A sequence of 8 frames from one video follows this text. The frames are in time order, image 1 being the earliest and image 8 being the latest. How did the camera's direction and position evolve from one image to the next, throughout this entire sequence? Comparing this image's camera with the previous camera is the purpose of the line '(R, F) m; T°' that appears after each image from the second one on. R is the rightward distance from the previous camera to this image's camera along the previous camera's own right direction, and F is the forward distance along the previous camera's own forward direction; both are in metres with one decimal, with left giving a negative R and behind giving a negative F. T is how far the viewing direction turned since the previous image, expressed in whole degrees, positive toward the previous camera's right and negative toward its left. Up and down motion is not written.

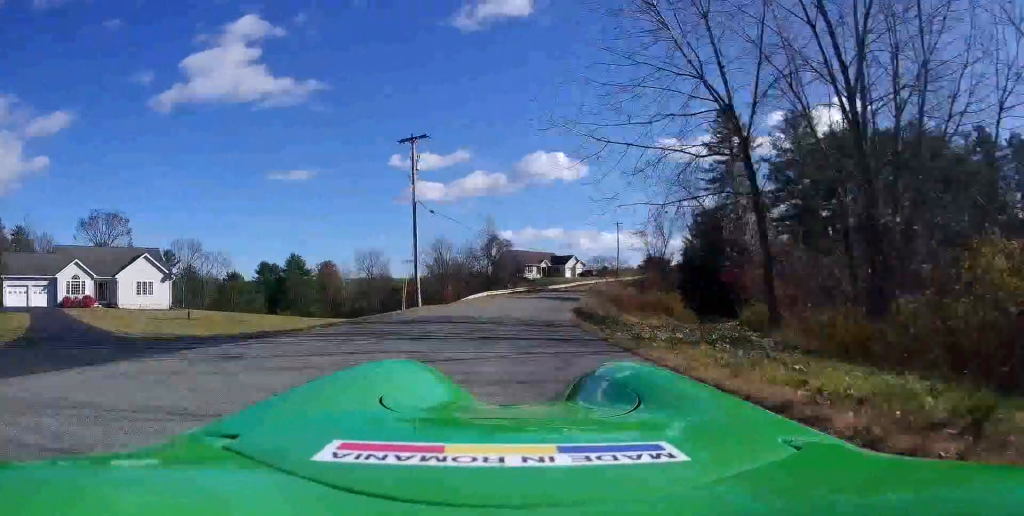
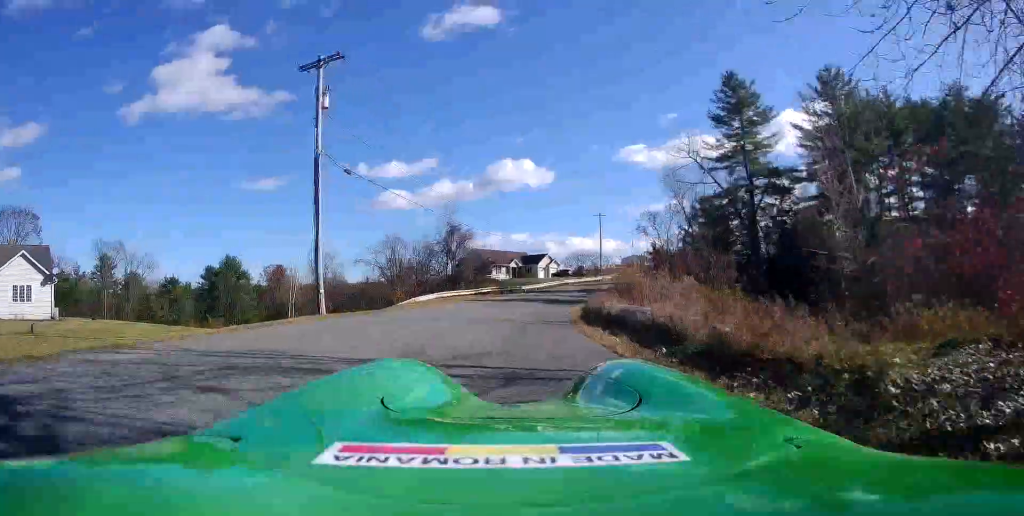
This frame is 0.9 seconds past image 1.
(0.0, +15.1) m; 0°
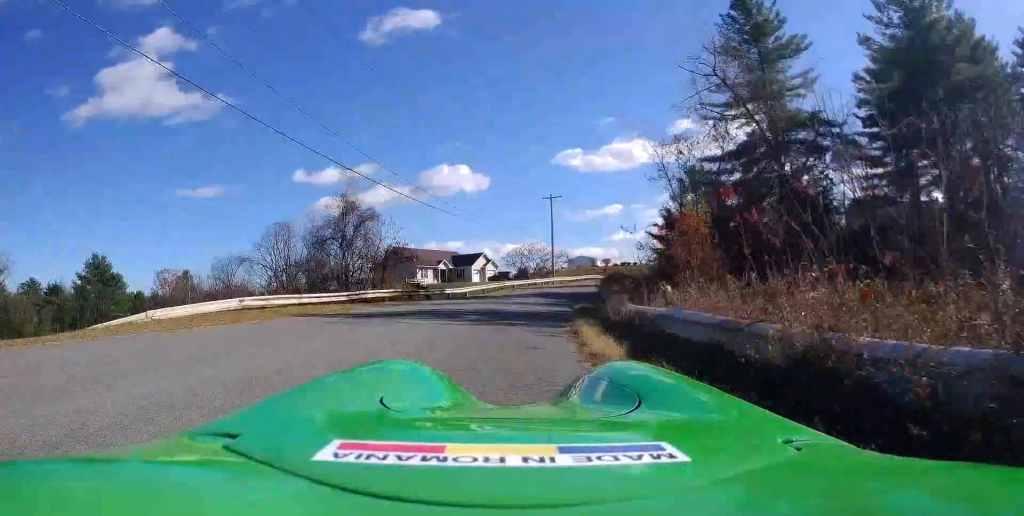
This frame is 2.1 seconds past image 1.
(+0.2, +21.2) m; +4°
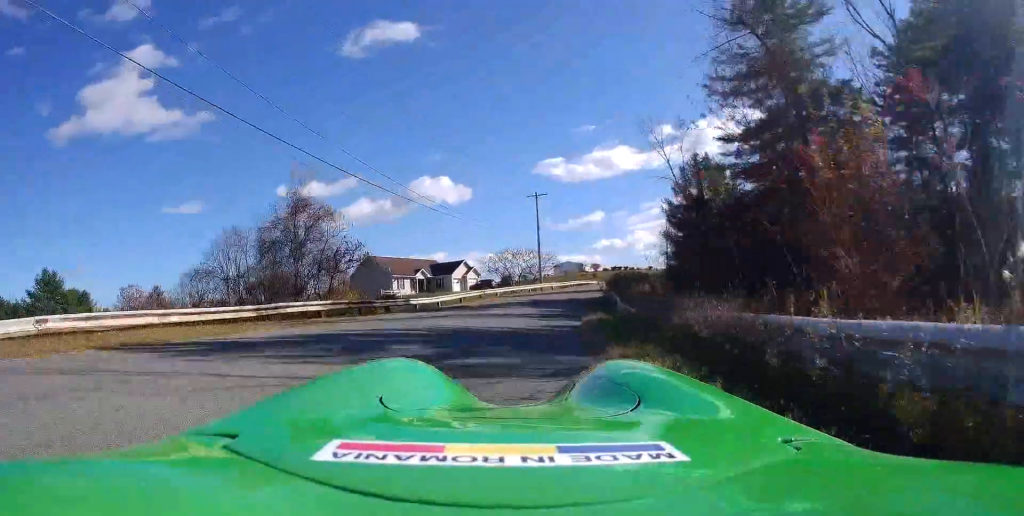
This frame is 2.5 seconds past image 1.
(-0.3, +7.3) m; +3°
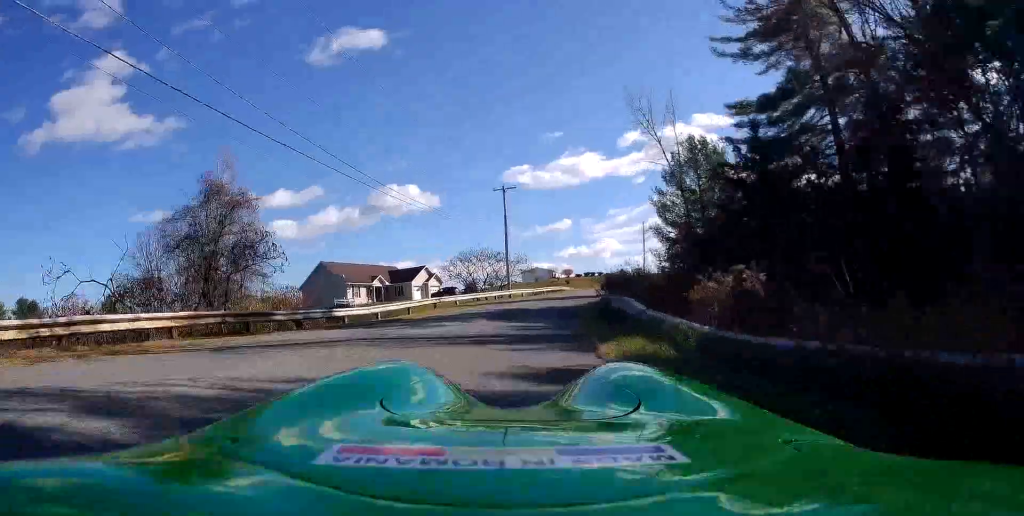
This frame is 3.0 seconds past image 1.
(+0.5, +8.0) m; +3°
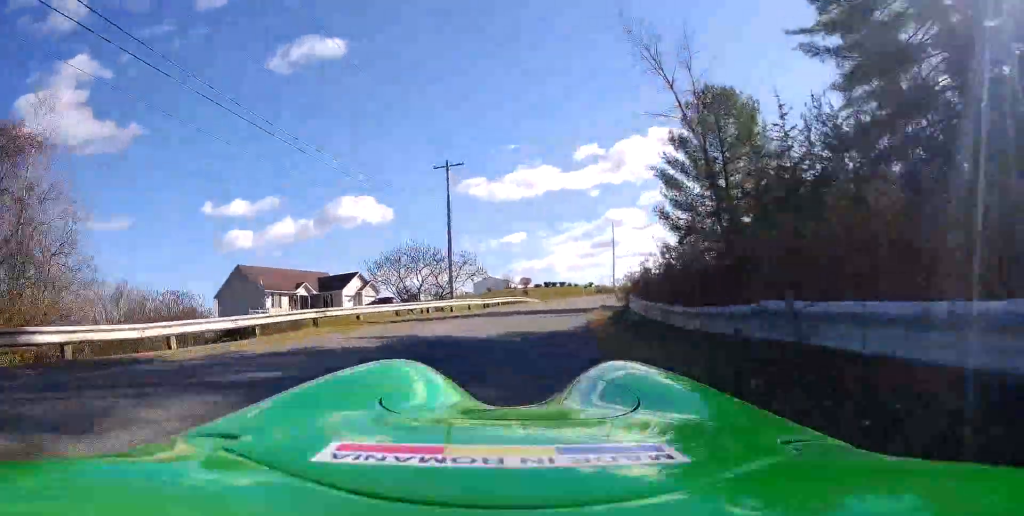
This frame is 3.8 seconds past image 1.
(+0.9, +14.4) m; +5°
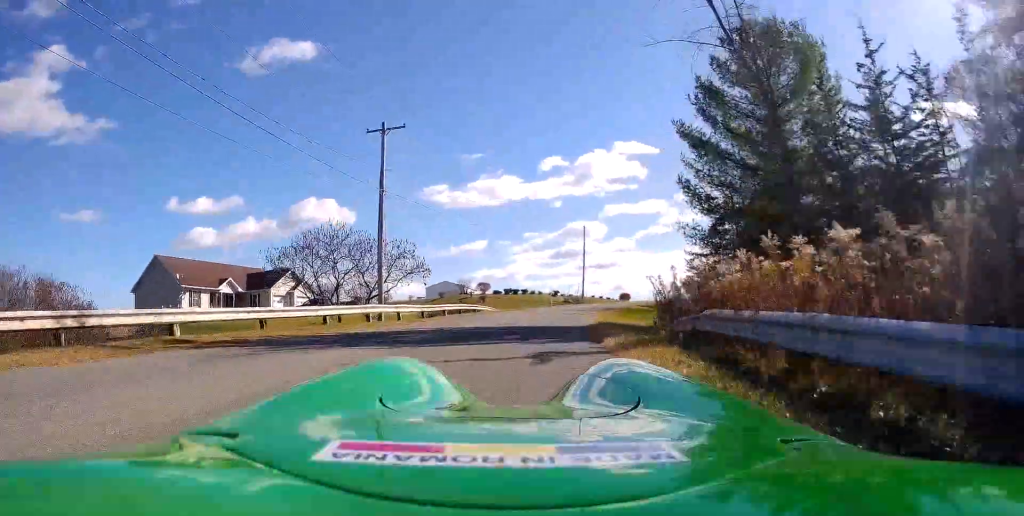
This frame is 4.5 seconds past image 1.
(0.0, +11.4) m; +4°
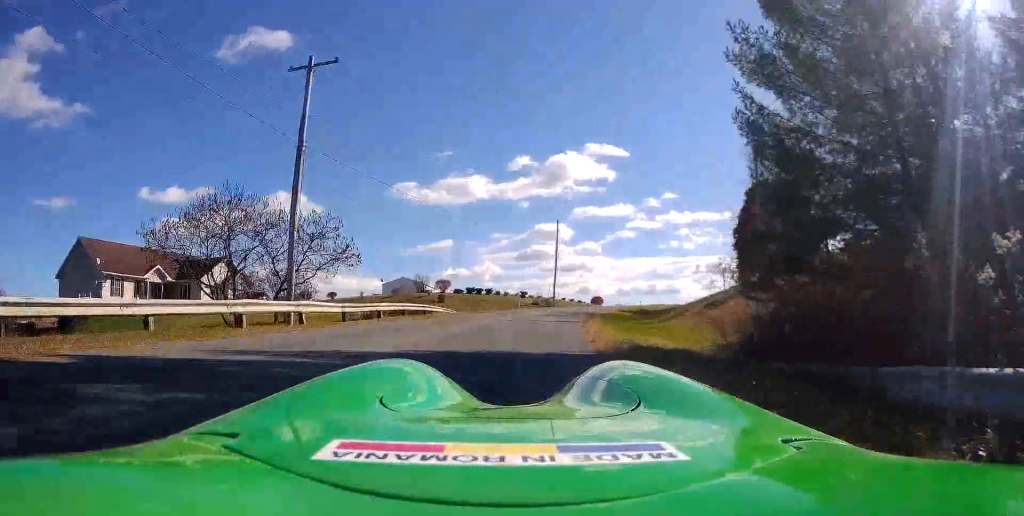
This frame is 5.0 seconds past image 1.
(+0.5, +8.8) m; +3°
